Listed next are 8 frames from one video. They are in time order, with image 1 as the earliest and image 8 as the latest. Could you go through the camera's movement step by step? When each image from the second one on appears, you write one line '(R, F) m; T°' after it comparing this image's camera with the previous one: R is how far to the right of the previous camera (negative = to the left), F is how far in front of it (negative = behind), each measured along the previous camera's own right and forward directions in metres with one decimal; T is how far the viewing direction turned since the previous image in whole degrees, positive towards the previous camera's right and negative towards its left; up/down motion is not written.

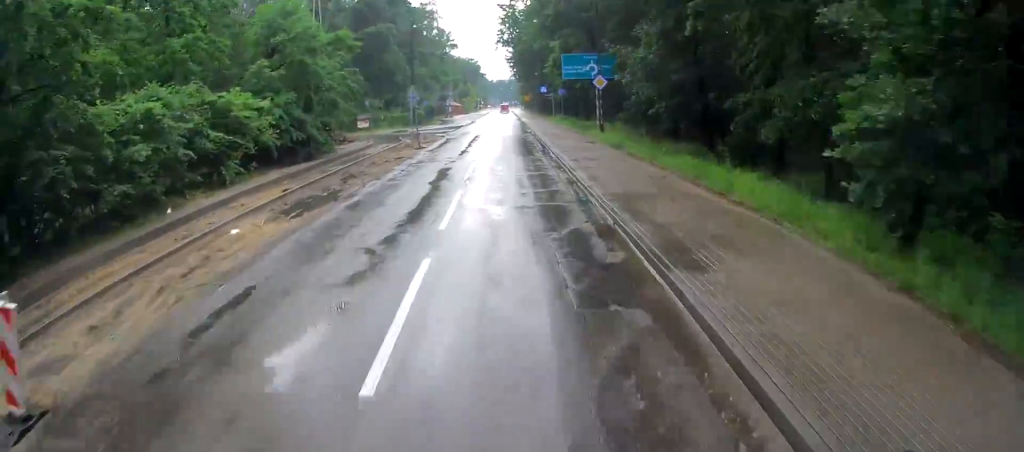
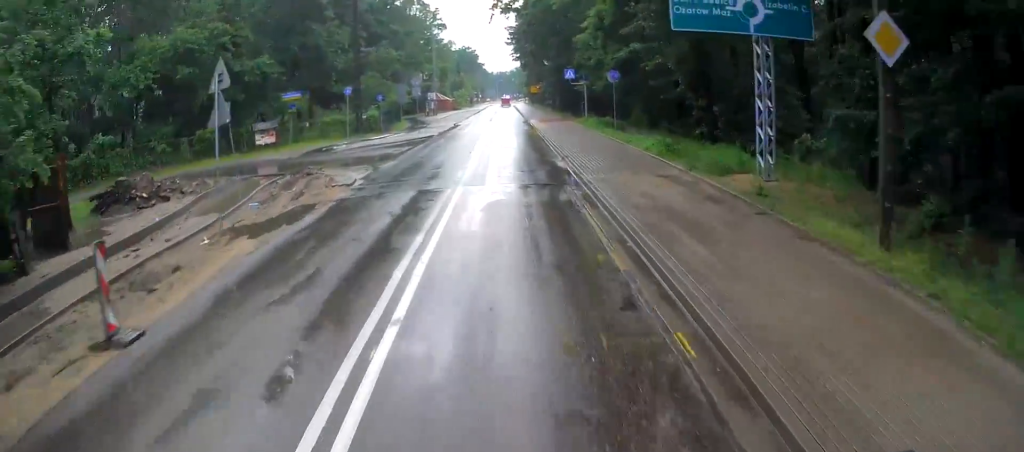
(-1.0, +26.6) m; 0°
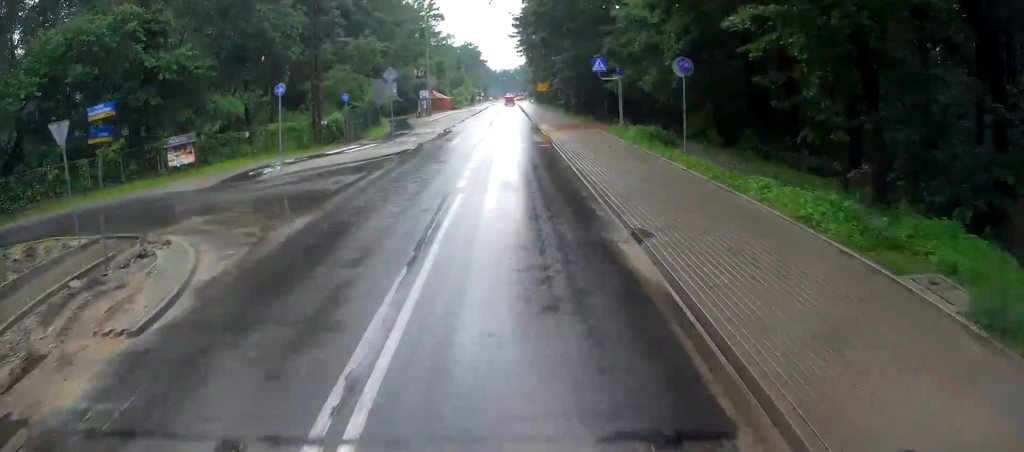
(+0.3, +10.8) m; +1°
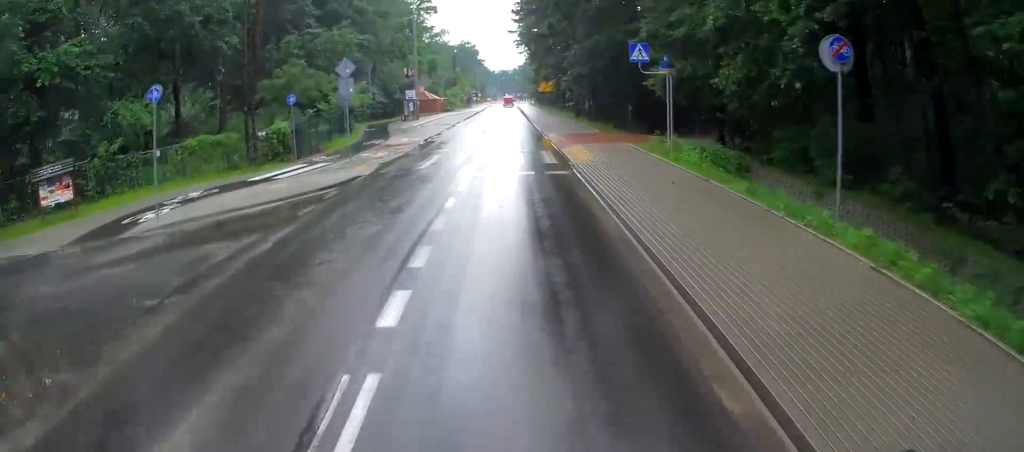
(+0.3, +8.8) m; +1°
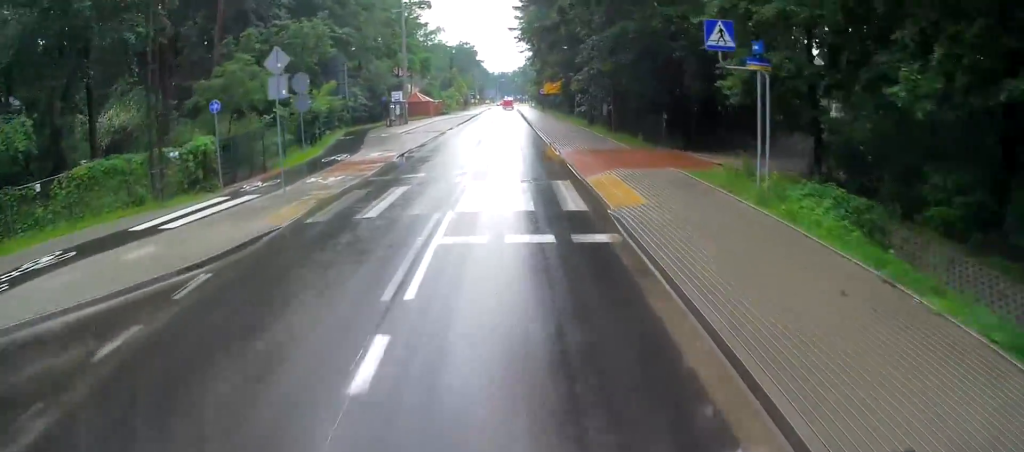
(-0.1, +7.4) m; 0°
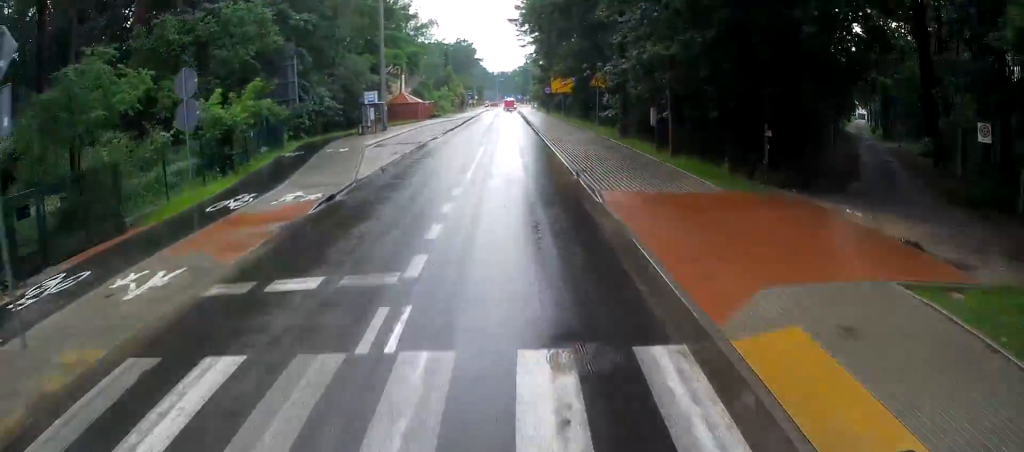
(-0.2, +10.5) m; 0°
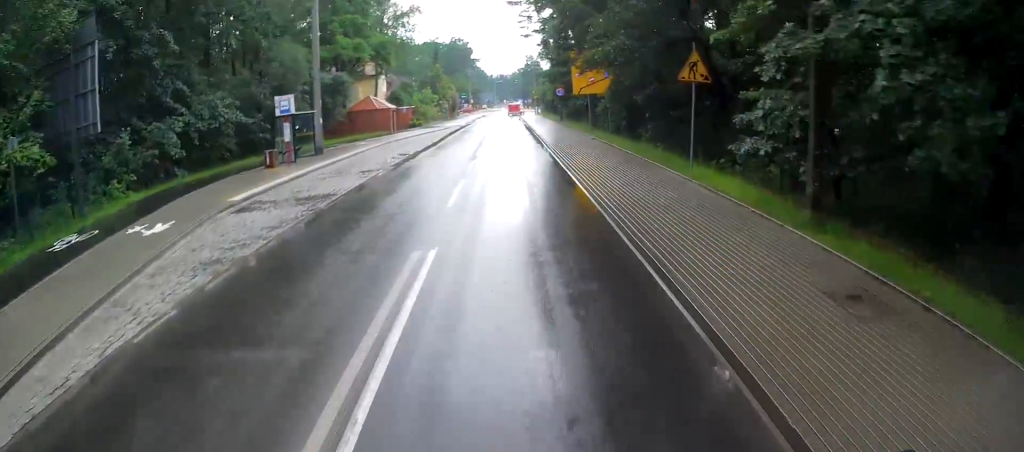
(+0.4, +17.5) m; -2°
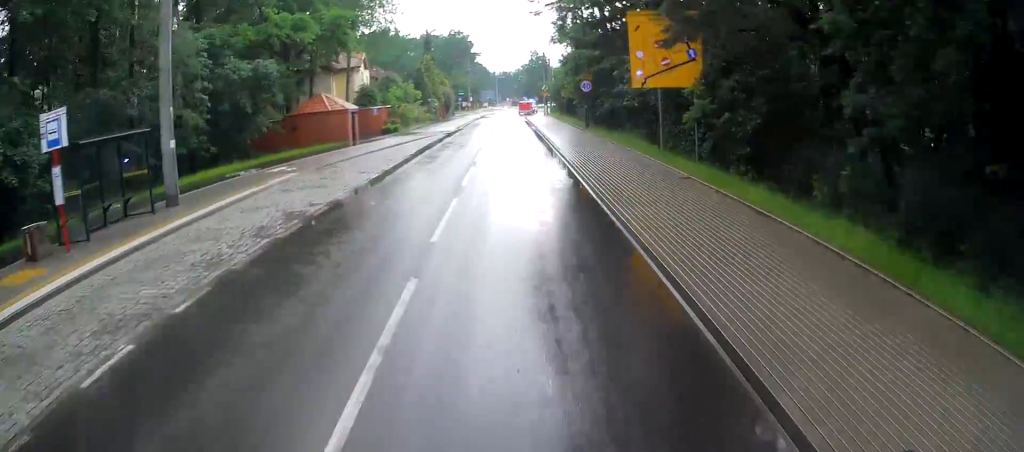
(-0.8, +15.7) m; -1°
